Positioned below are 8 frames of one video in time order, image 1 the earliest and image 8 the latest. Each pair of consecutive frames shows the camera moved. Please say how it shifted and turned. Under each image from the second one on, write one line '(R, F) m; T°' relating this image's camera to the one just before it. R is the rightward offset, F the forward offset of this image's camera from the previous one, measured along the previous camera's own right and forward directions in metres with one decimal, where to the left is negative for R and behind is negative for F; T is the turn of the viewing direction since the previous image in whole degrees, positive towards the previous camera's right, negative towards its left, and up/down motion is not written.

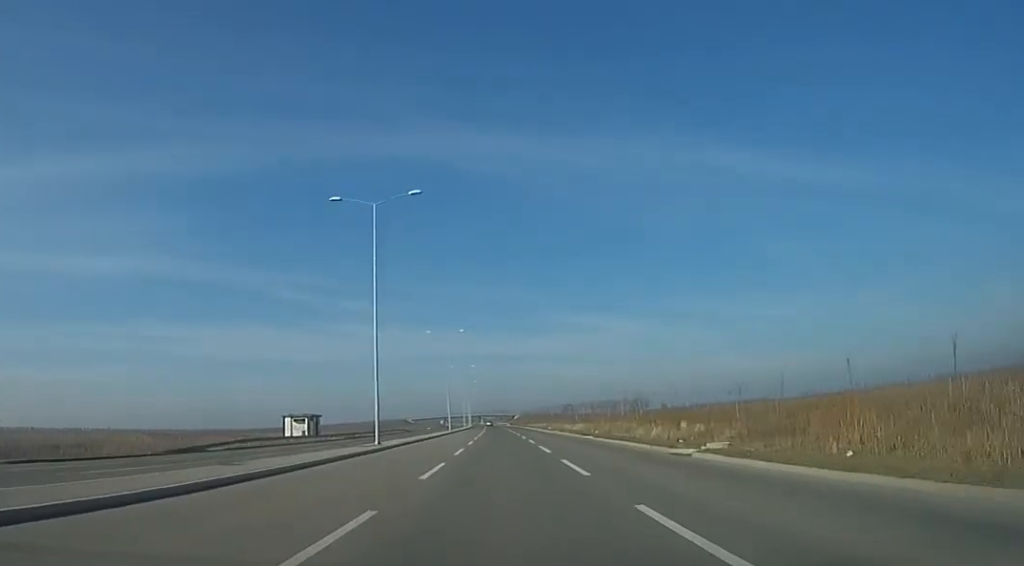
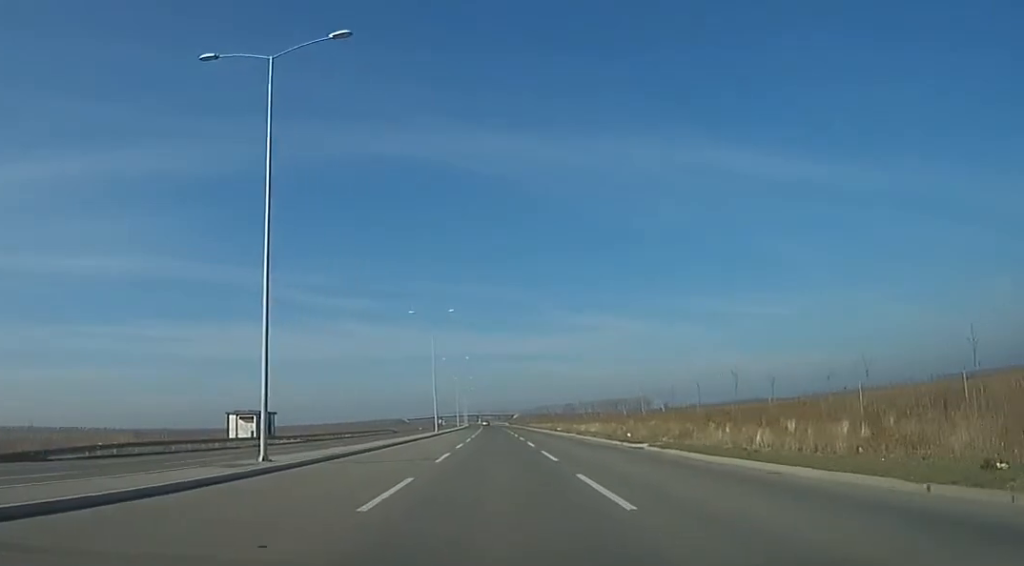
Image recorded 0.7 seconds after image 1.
(-0.7, +15.1) m; -2°
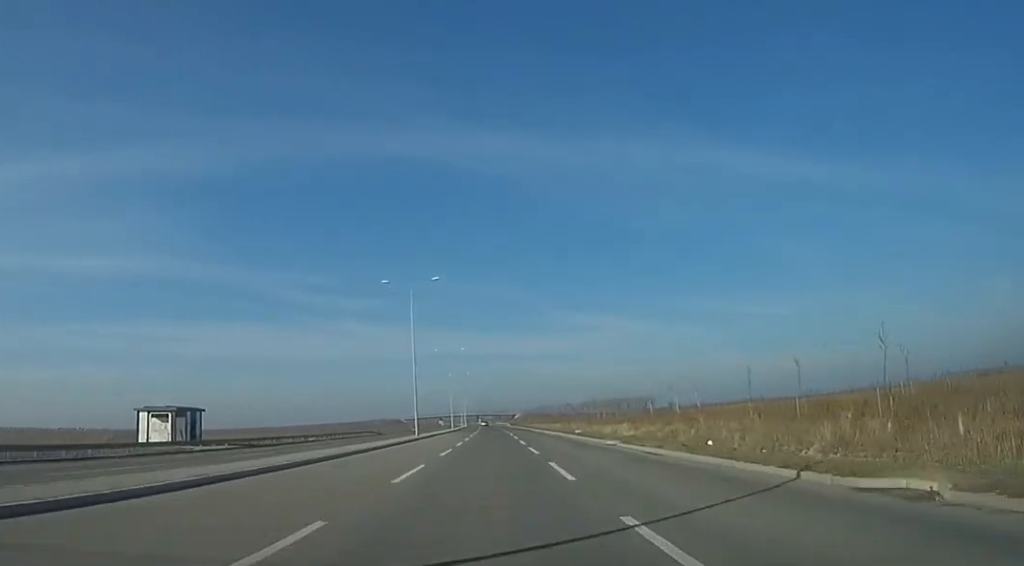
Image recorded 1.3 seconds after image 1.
(-0.3, +15.9) m; -1°
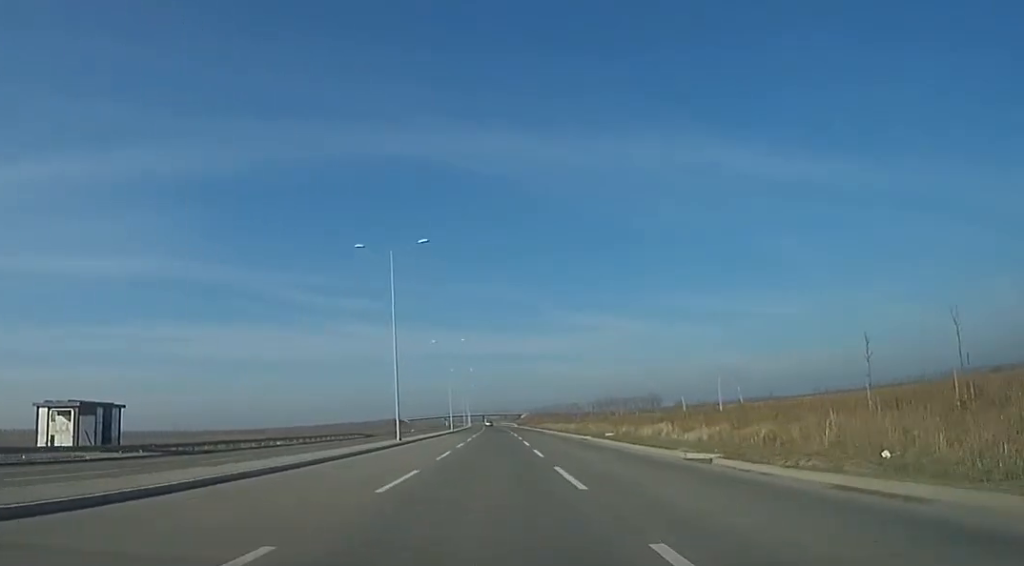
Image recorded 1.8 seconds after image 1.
(-0.1, +11.7) m; 0°
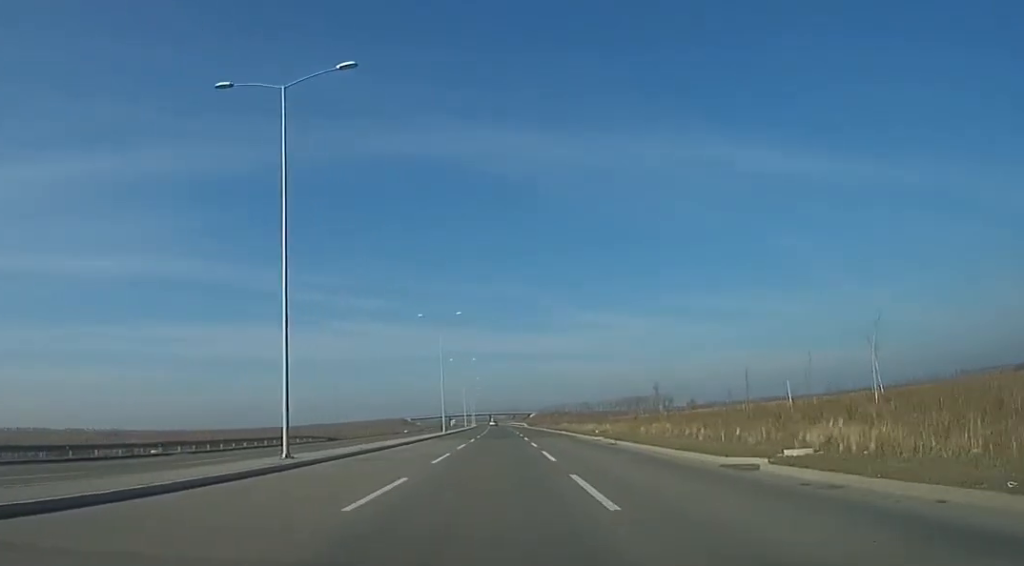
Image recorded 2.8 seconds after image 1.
(+0.1, +22.5) m; 0°
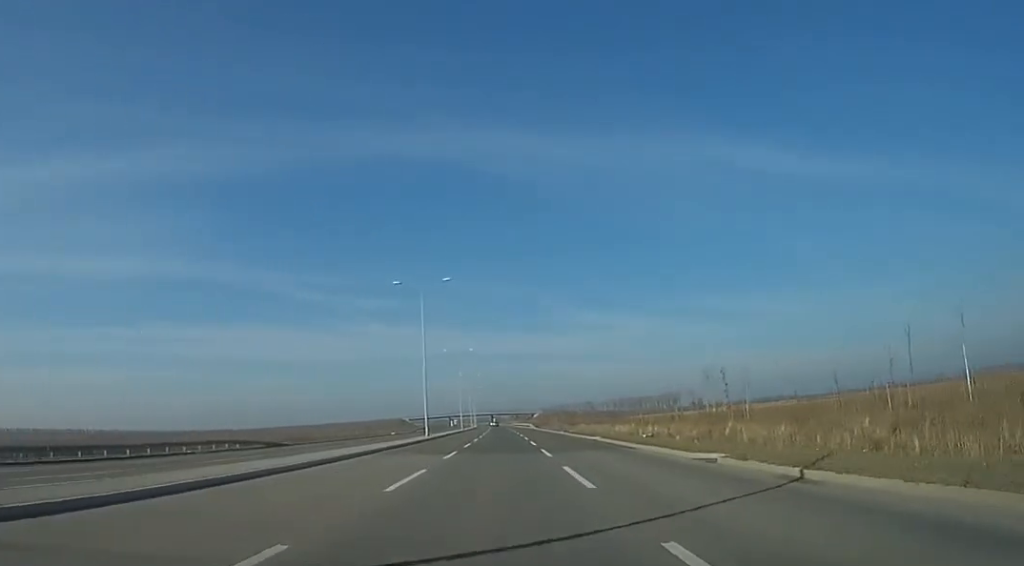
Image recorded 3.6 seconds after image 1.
(-0.1, +17.5) m; -1°
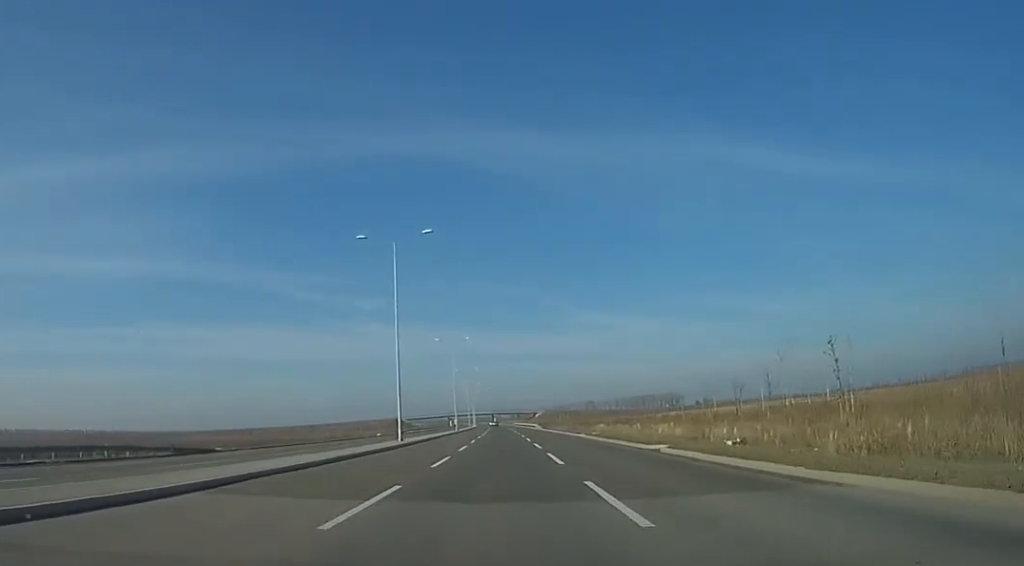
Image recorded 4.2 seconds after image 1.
(-0.1, +14.0) m; -1°
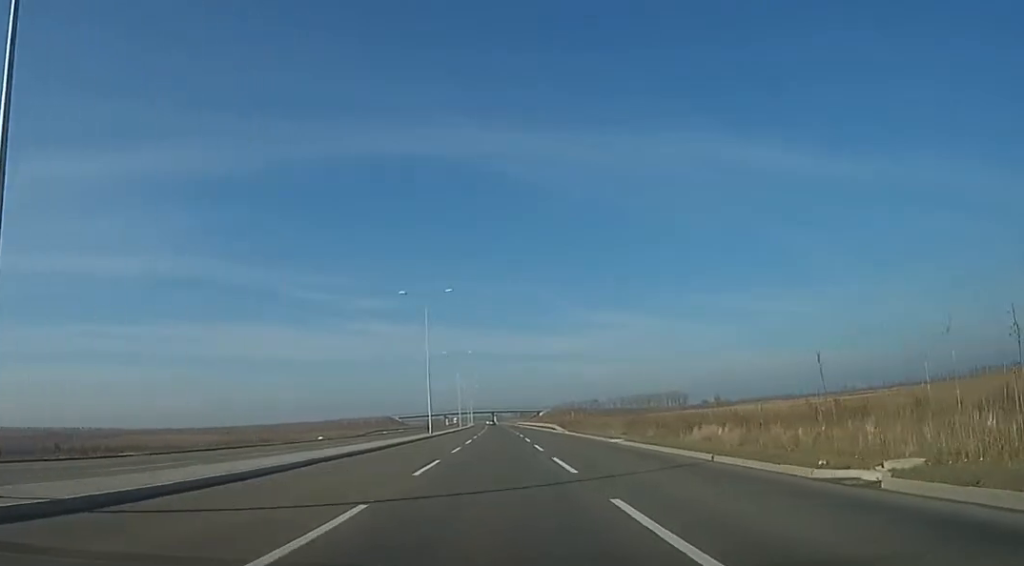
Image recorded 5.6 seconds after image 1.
(-0.4, +32.9) m; -1°
